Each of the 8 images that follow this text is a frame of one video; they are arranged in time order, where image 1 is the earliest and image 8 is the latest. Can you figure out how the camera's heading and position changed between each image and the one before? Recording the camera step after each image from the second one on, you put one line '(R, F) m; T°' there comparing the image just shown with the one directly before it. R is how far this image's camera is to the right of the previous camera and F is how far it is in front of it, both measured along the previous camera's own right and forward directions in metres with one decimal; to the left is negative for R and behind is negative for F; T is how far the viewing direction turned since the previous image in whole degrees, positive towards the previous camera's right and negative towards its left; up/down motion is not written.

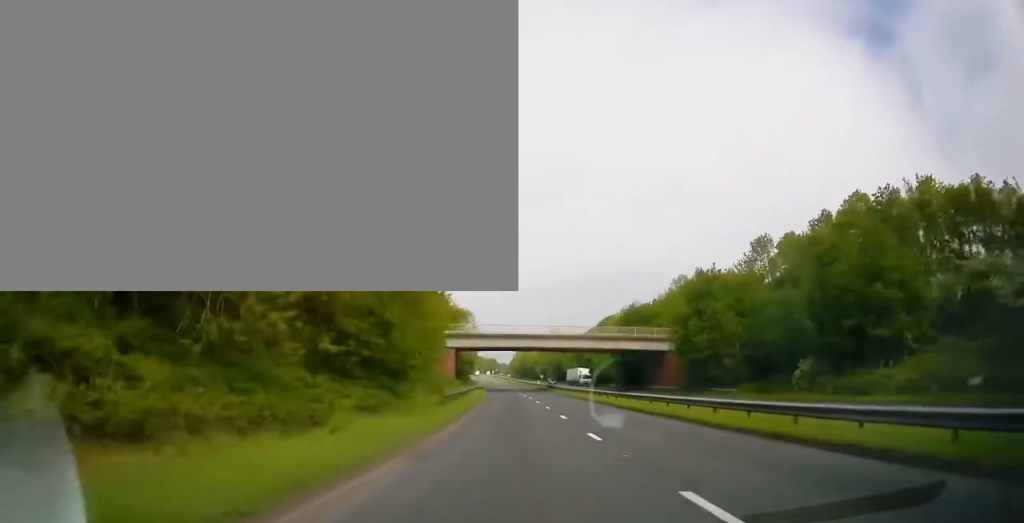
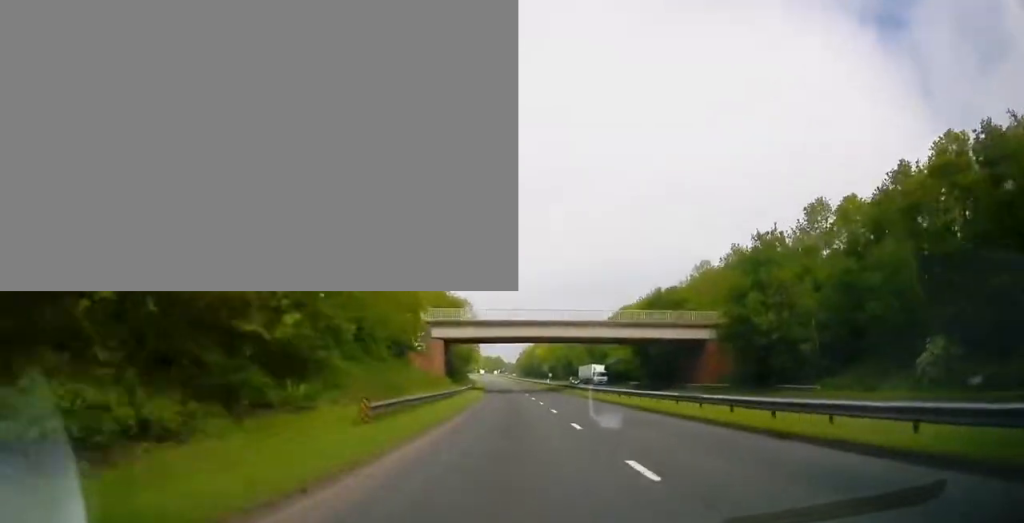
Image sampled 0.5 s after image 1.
(0.0, +14.7) m; 0°
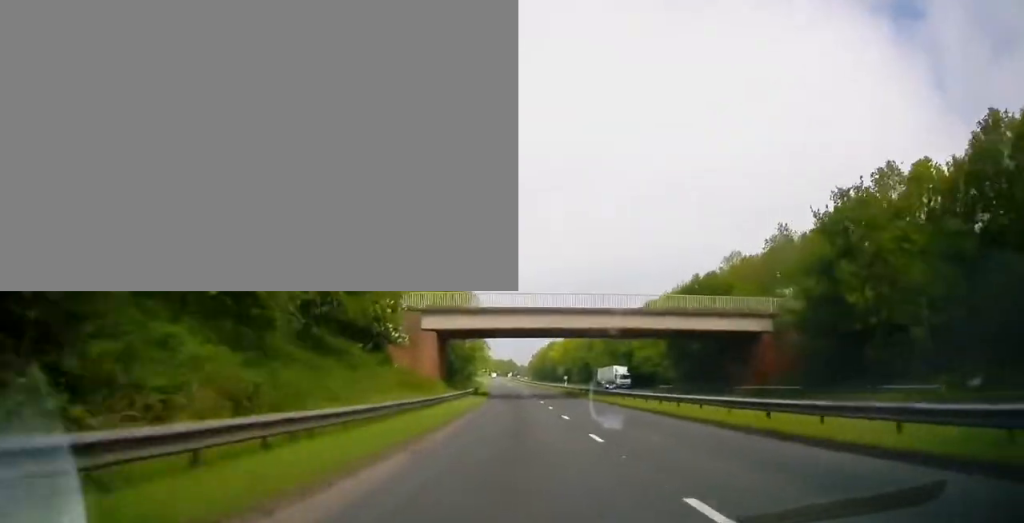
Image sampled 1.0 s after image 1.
(0.0, +12.0) m; -1°
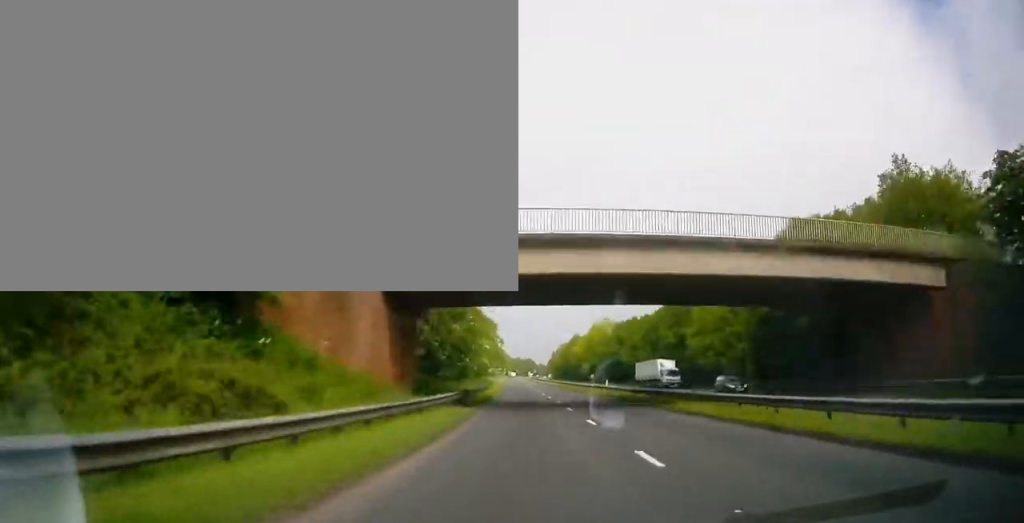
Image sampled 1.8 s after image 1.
(-0.1, +22.1) m; -2°
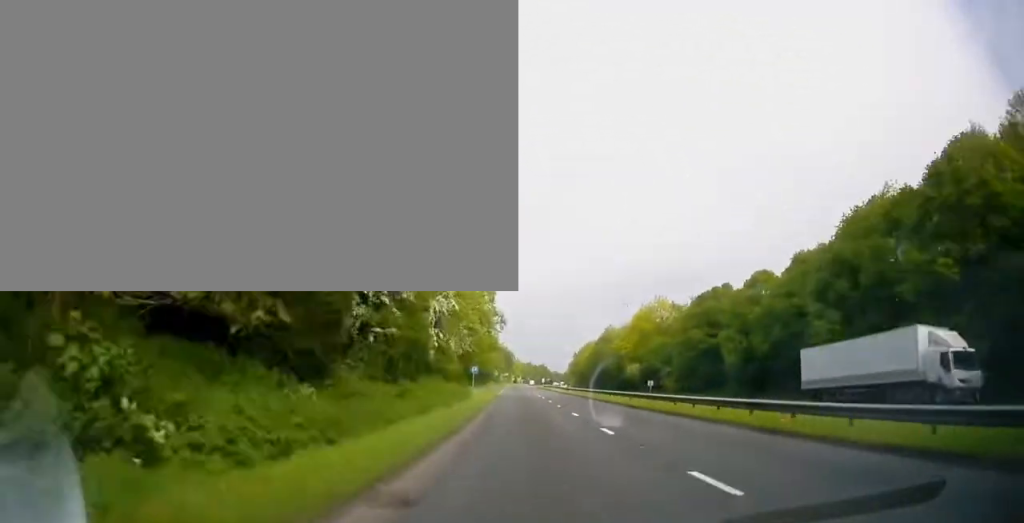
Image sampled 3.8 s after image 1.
(-1.8, +55.2) m; -3°
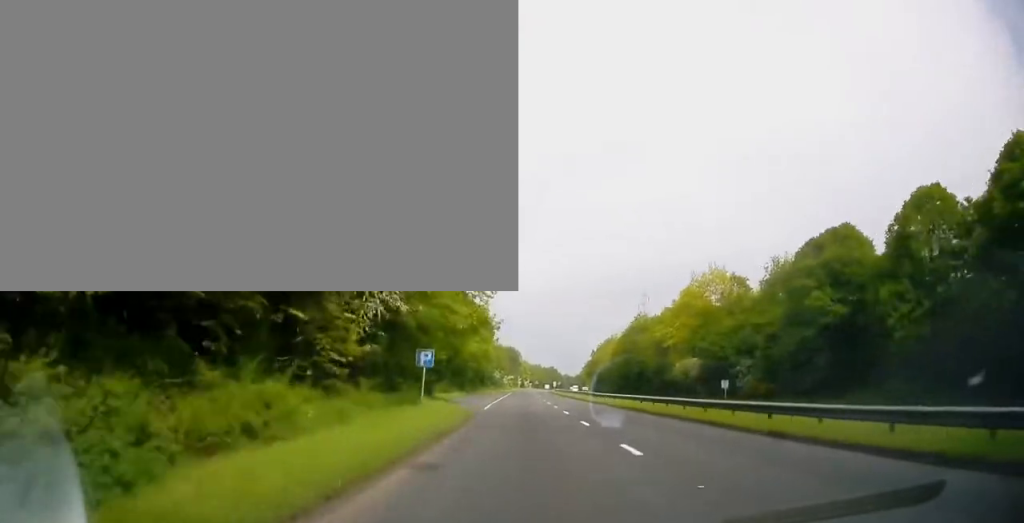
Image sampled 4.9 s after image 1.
(-0.5, +30.2) m; -1°
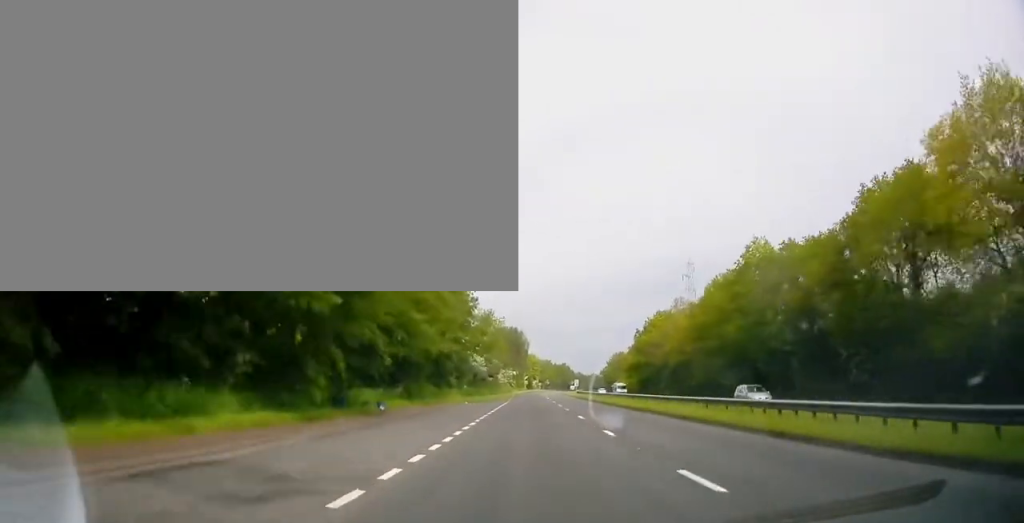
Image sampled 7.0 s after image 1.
(+0.7, +56.6) m; +1°
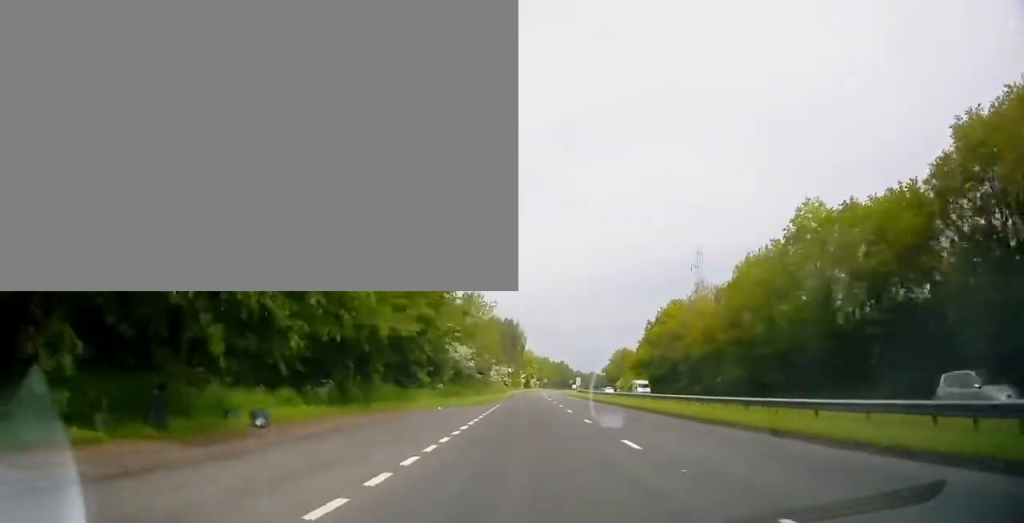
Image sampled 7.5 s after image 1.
(-0.1, +12.6) m; 0°
